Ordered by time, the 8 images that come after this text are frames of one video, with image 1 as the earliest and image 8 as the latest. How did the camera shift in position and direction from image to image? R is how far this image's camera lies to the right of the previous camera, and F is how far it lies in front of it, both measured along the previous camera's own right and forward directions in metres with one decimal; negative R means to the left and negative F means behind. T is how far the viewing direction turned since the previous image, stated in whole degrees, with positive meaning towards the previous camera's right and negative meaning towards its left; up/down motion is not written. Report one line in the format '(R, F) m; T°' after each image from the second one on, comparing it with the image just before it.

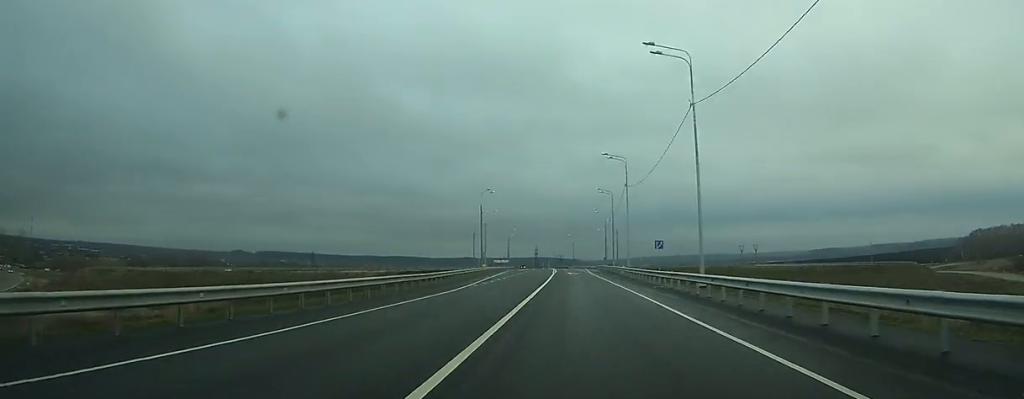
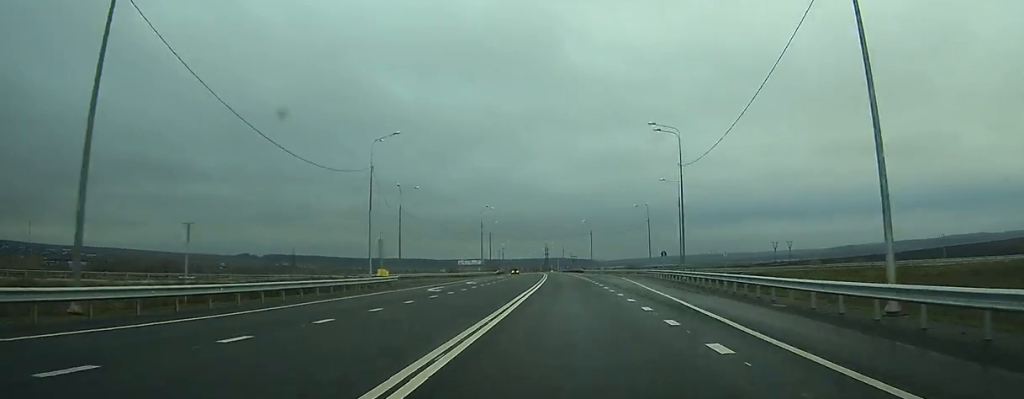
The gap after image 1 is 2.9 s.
(0.0, +80.6) m; -1°
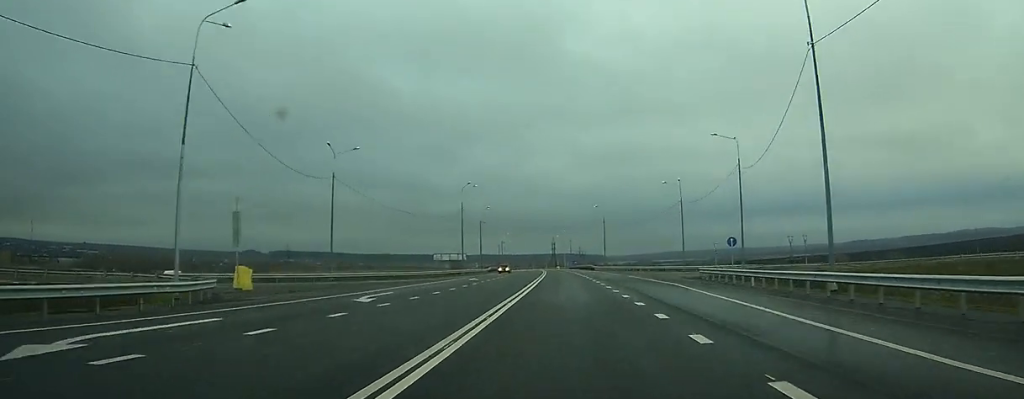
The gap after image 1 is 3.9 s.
(+0.1, +26.8) m; -1°
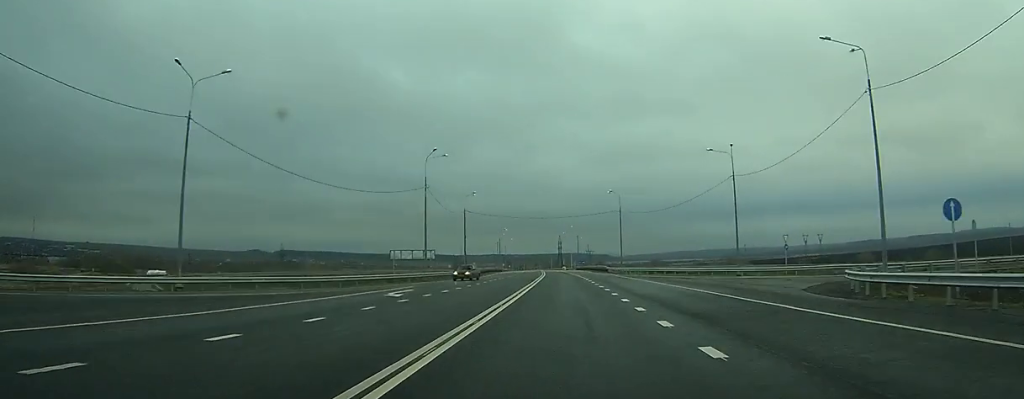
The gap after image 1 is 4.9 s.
(-0.3, +24.3) m; -1°
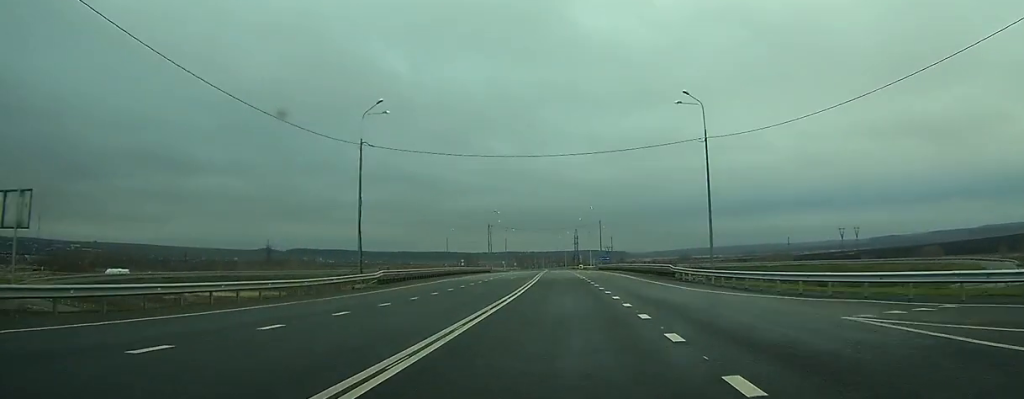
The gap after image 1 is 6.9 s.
(-0.7, +51.5) m; -2°
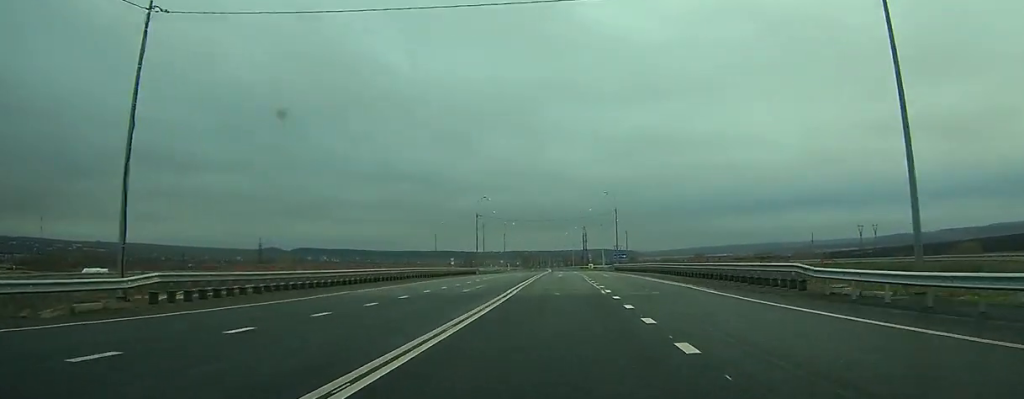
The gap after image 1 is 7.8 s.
(0.0, +23.7) m; -1°
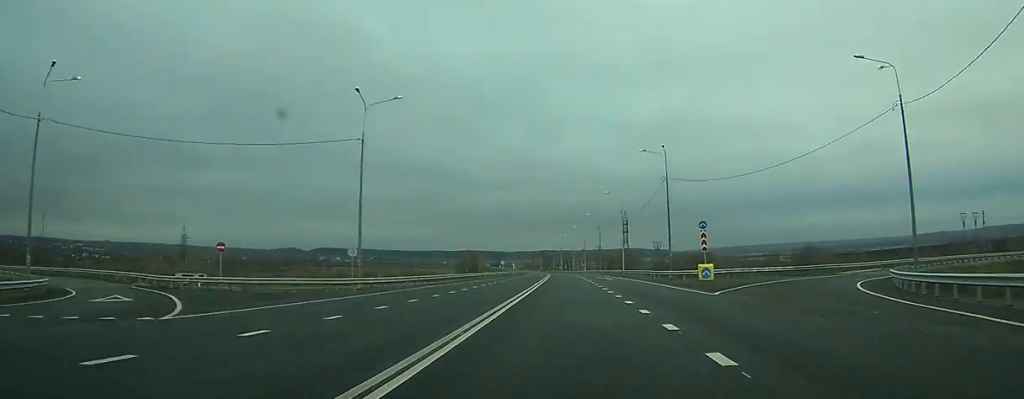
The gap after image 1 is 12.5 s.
(-3.0, +127.7) m; -3°
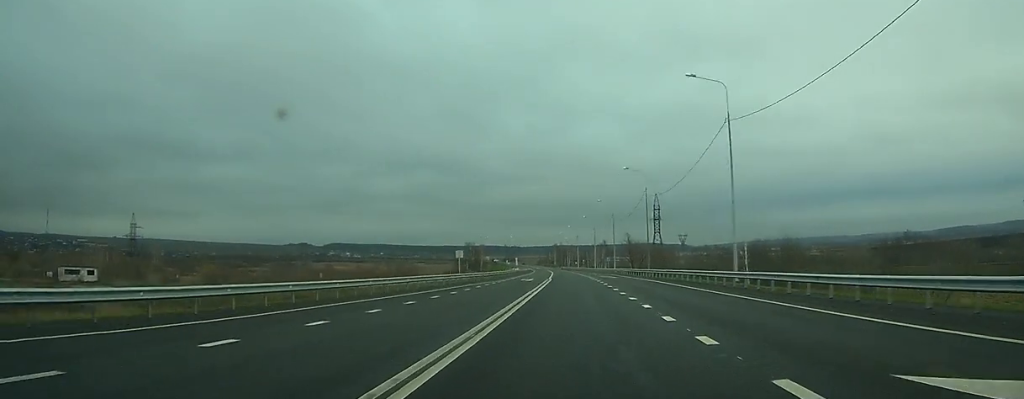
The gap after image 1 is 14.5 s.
(-0.9, +60.2) m; -1°
